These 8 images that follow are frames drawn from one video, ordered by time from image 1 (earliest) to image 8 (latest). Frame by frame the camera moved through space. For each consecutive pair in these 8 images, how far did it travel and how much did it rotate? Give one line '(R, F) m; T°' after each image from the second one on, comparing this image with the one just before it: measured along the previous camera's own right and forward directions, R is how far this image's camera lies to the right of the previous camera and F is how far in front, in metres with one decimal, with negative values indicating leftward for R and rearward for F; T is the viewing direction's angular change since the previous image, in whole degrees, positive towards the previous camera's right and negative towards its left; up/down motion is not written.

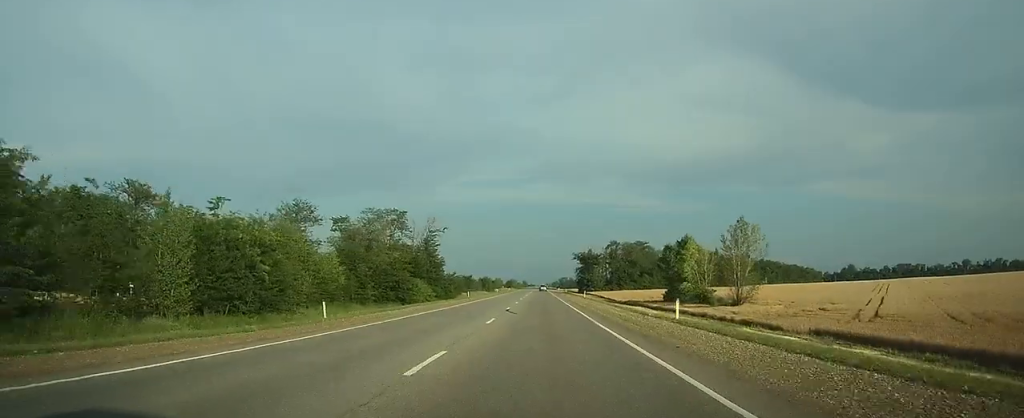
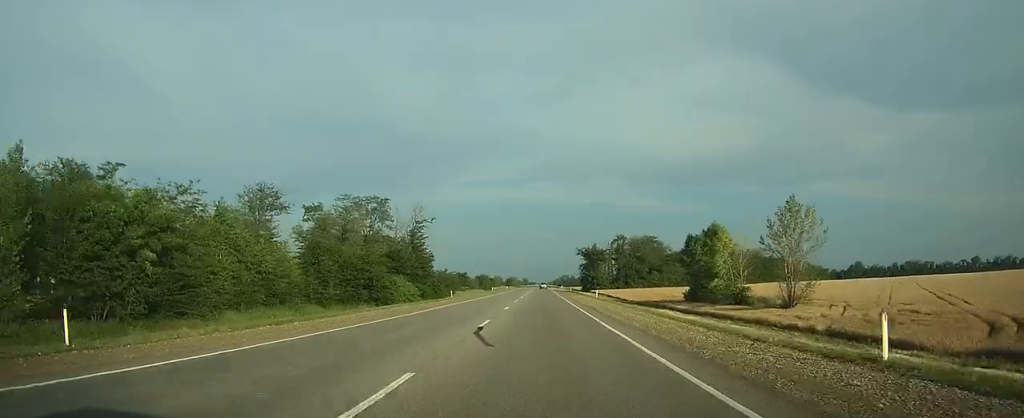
(0.0, +14.7) m; 0°
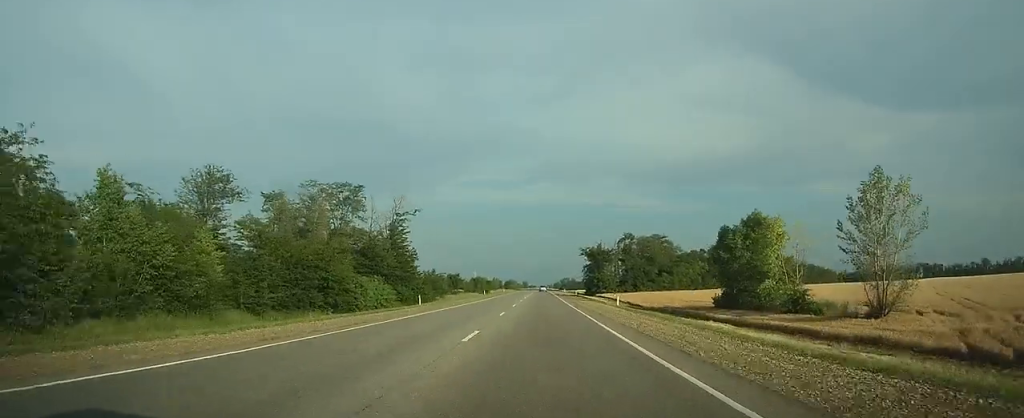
(0.0, +15.7) m; 0°
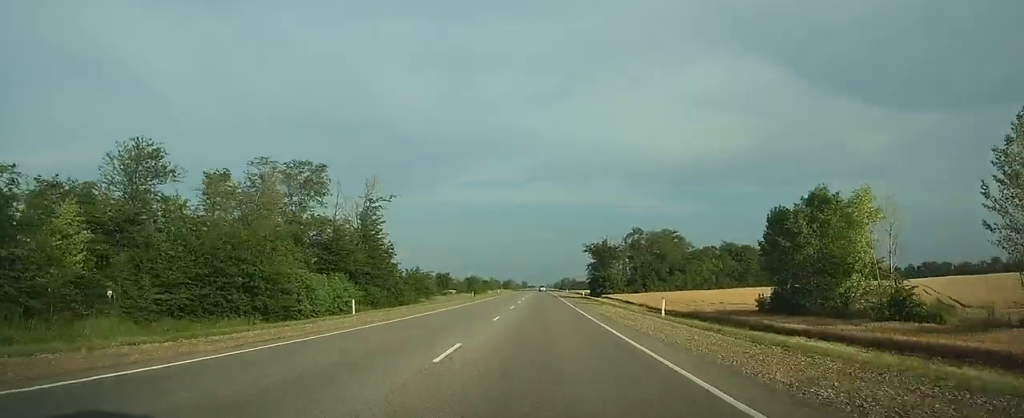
(0.0, +15.7) m; 0°
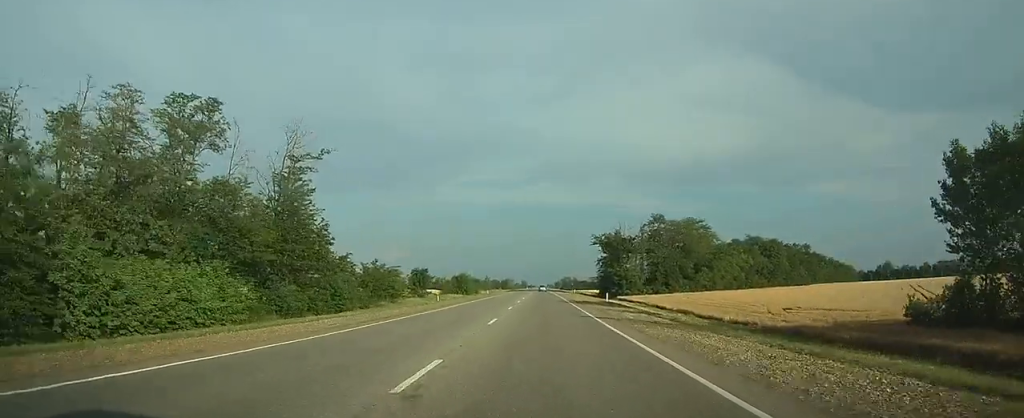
(0.0, +26.6) m; 0°
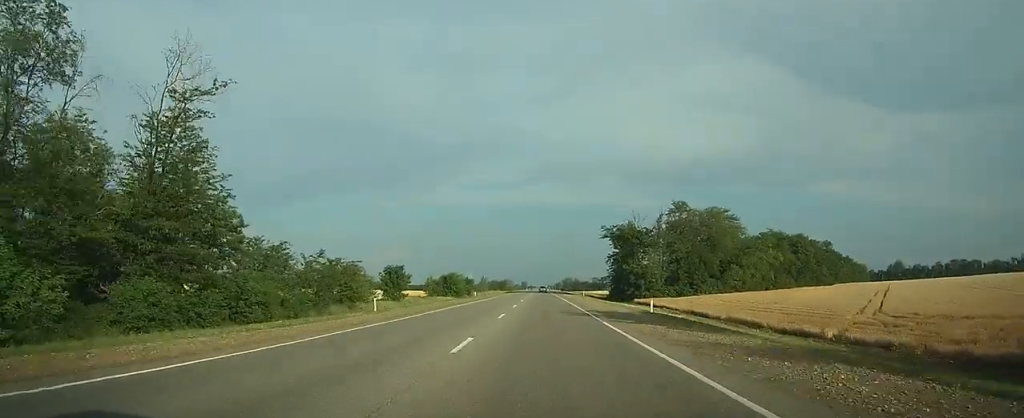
(0.0, +19.8) m; 0°
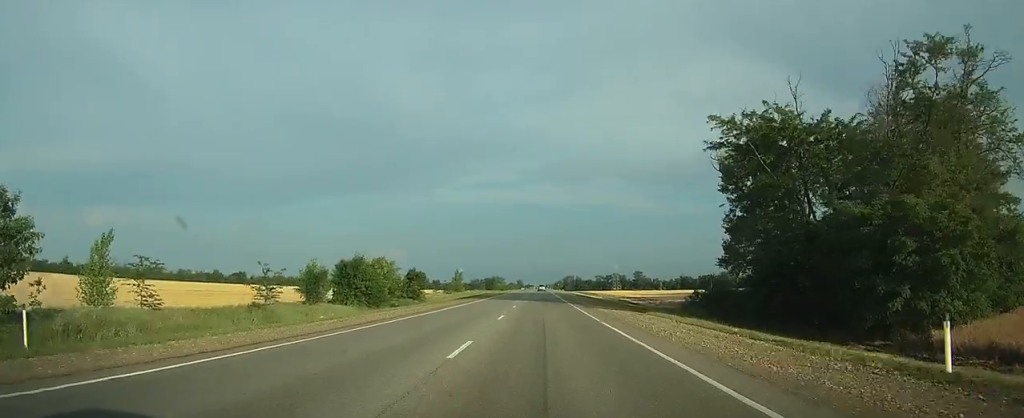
(0.0, +72.4) m; 0°
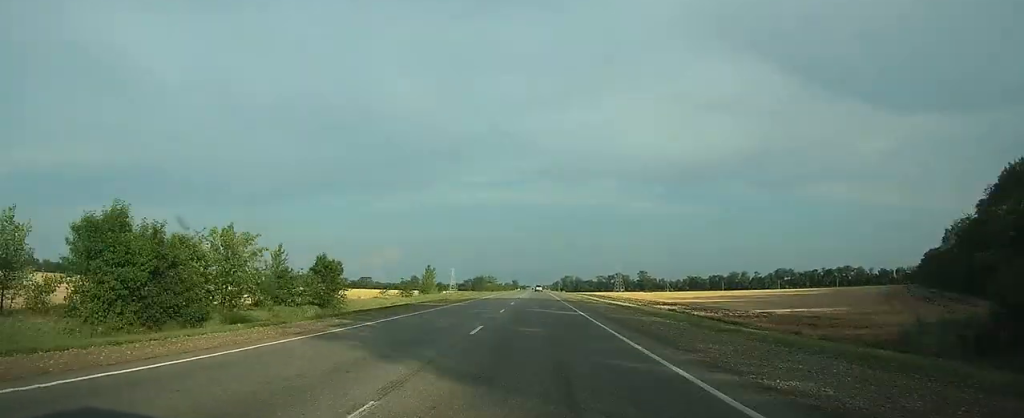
(+0.1, +42.8) m; 0°
